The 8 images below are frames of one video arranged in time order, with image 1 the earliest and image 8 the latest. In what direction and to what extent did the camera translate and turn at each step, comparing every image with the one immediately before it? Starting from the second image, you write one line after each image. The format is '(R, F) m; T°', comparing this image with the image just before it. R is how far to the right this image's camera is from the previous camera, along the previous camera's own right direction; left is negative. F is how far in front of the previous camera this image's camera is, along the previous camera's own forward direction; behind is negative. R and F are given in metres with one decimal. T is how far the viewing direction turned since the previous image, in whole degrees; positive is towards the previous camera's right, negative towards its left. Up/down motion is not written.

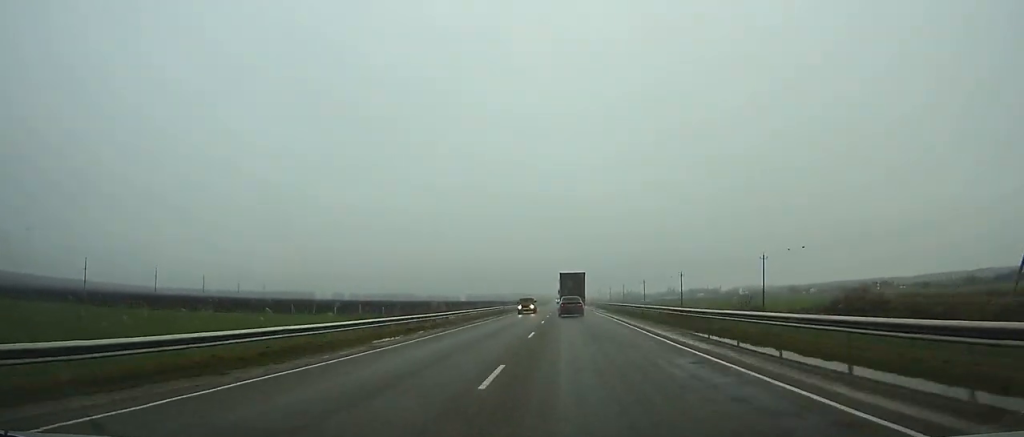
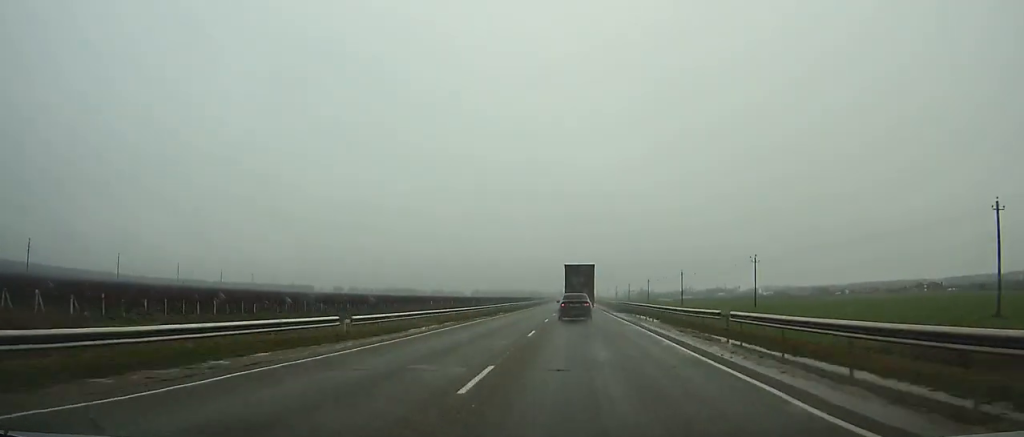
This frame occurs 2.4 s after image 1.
(-0.1, +55.2) m; 0°
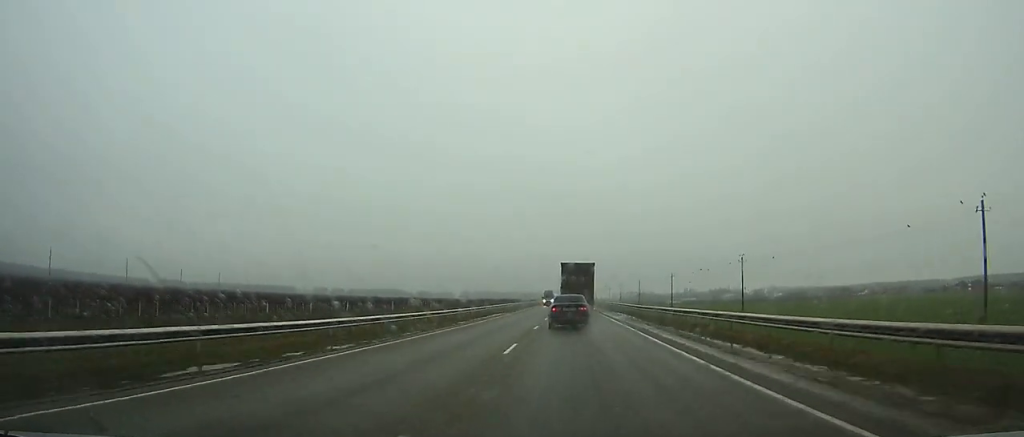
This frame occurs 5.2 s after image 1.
(-0.3, +62.2) m; 0°
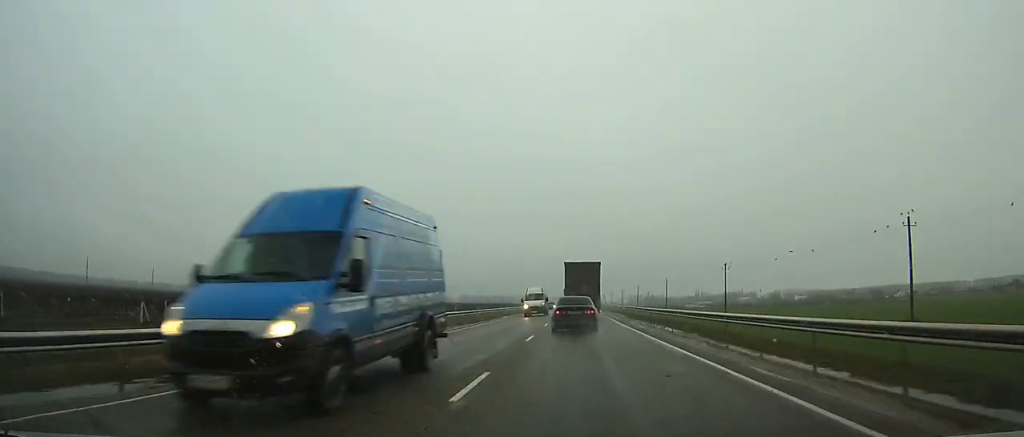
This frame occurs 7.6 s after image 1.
(-0.1, +51.7) m; 0°
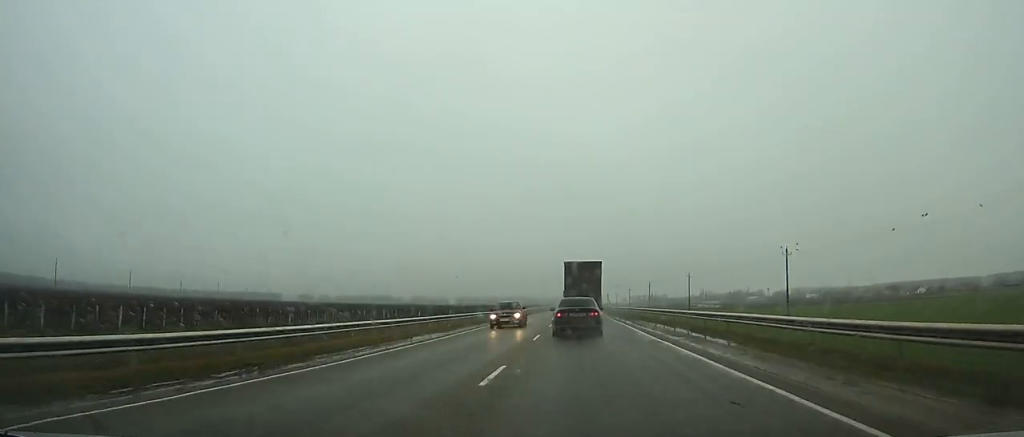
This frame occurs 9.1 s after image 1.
(0.0, +31.8) m; 0°
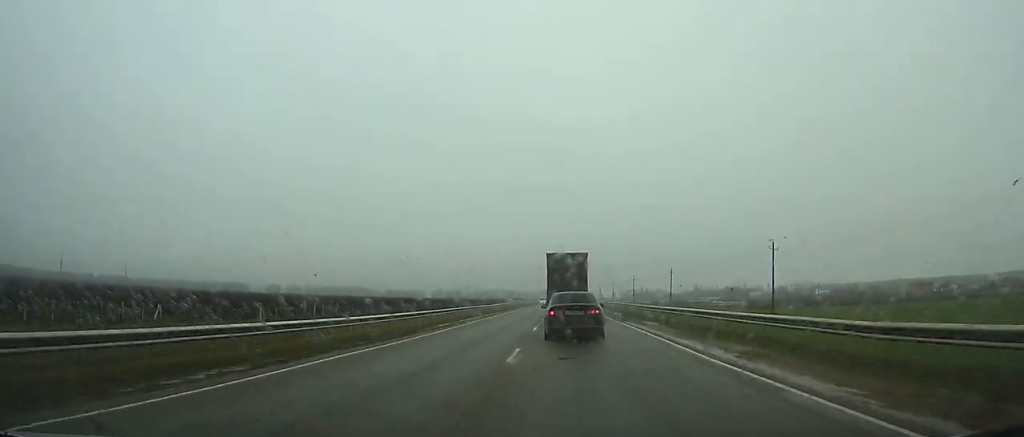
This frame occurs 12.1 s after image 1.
(-0.1, +62.4) m; 0°
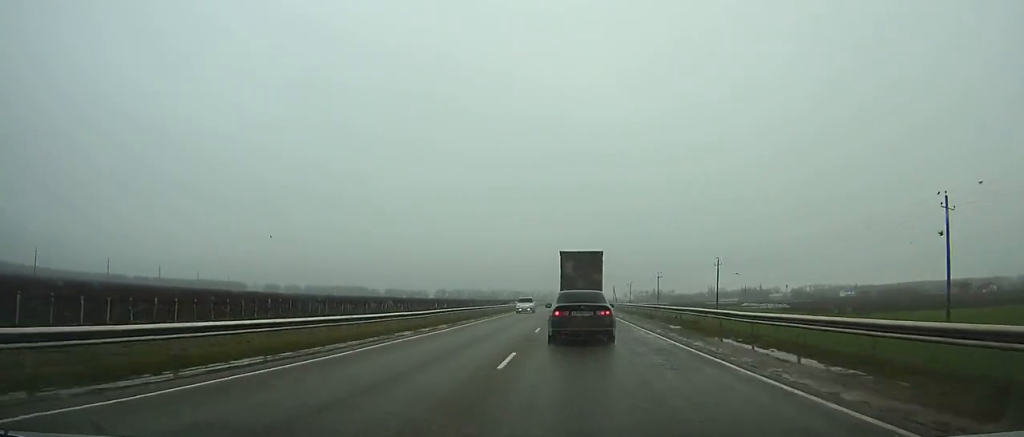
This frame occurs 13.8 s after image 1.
(0.0, +34.9) m; 0°
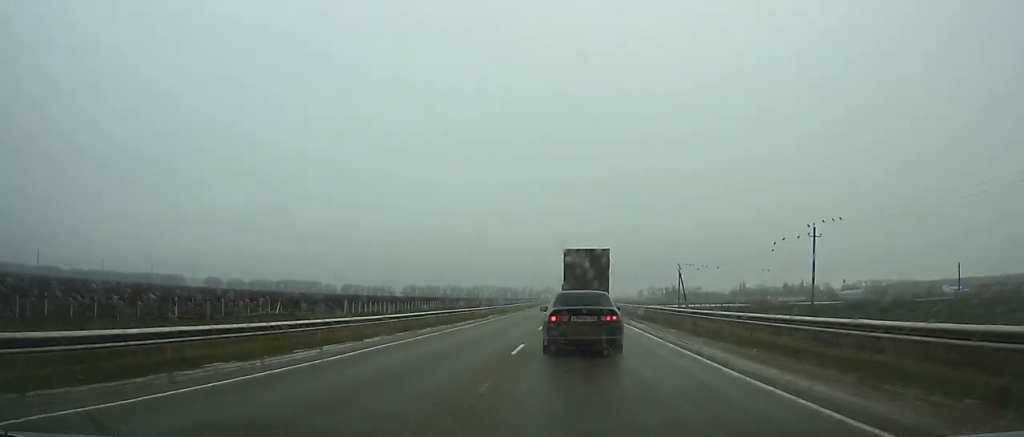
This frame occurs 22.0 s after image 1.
(+0.4, +166.1) m; 0°
